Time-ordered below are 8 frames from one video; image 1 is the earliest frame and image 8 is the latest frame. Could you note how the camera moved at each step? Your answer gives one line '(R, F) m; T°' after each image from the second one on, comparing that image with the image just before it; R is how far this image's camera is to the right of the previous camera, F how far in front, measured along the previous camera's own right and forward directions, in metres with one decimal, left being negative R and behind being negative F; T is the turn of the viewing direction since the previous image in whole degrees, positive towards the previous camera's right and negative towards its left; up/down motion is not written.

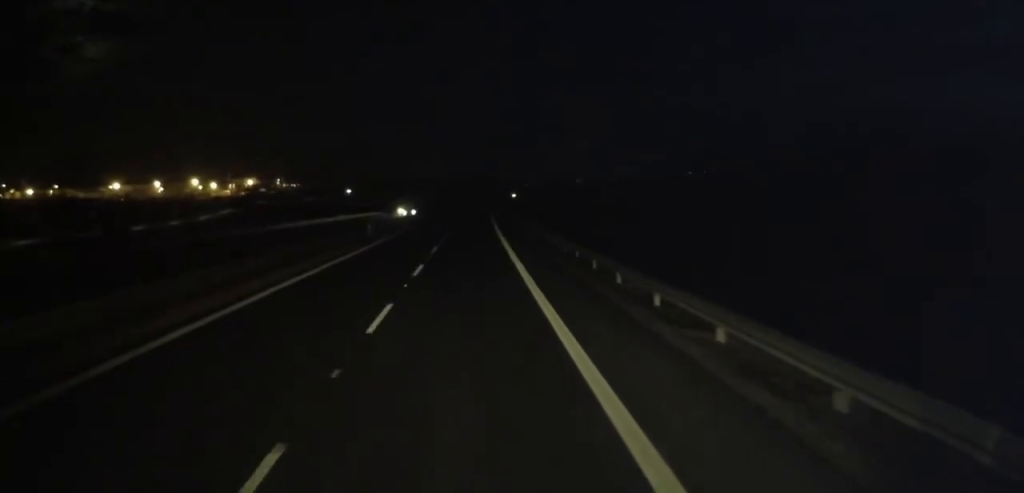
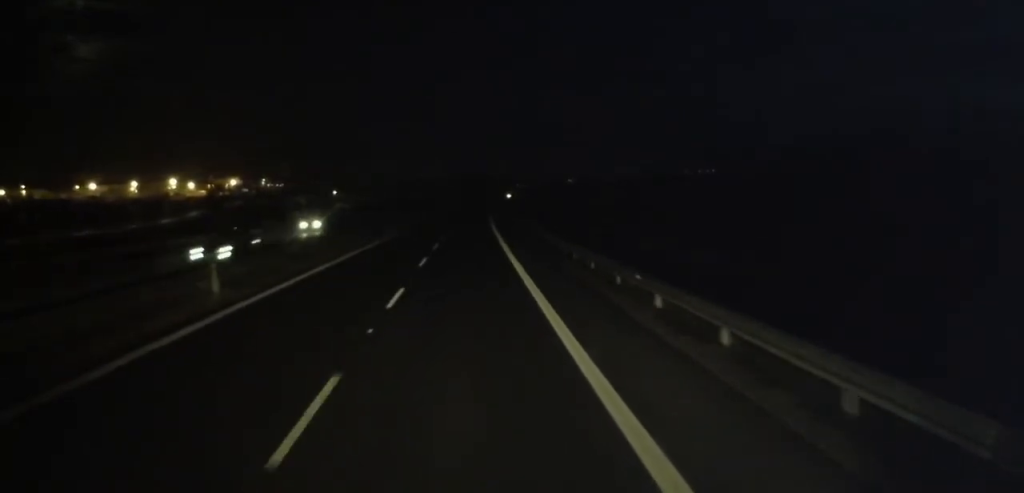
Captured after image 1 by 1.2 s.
(-0.1, +23.9) m; 0°
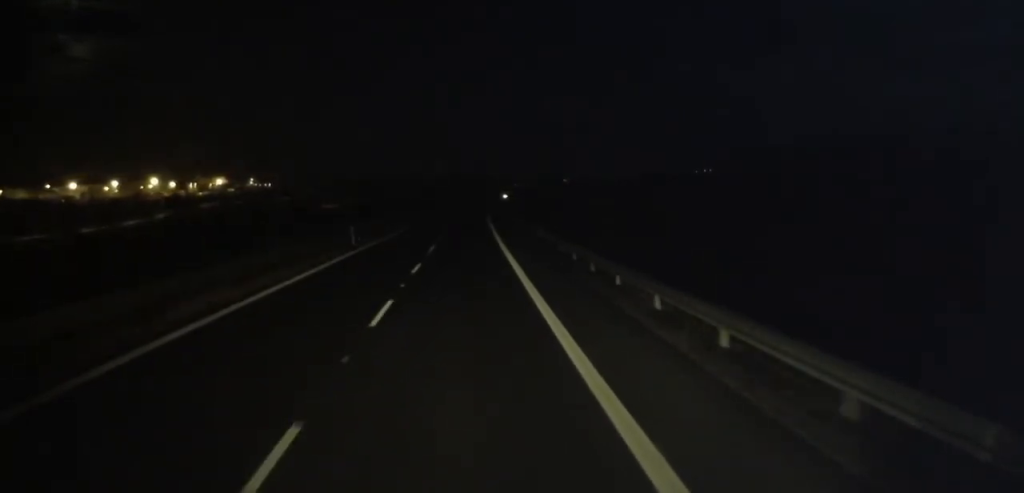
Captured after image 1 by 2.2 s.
(0.0, +20.1) m; +1°
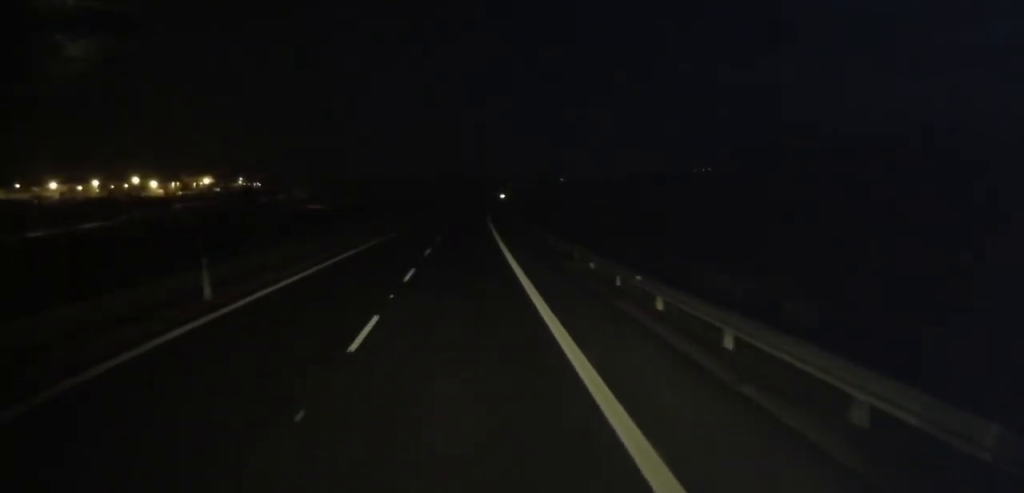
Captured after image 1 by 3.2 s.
(+0.4, +20.2) m; +1°
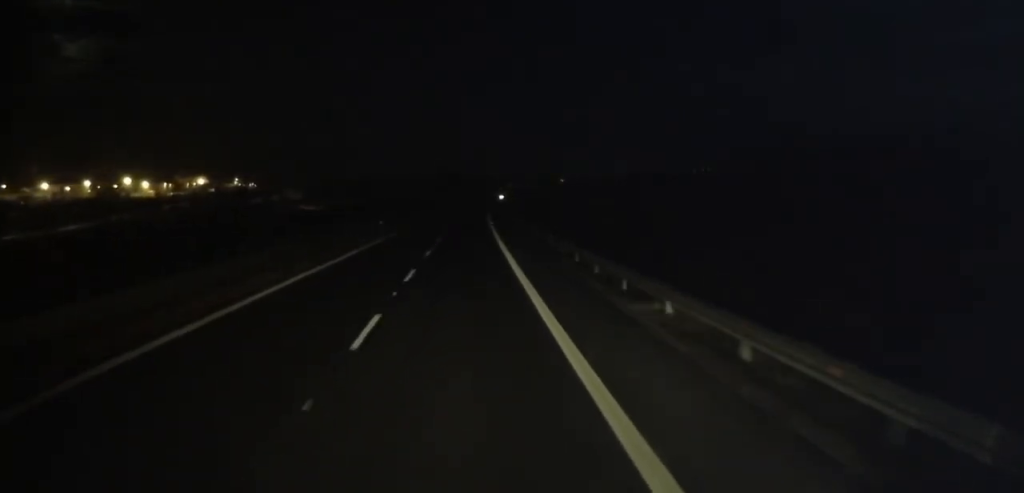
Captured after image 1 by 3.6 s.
(+0.1, +8.8) m; 0°
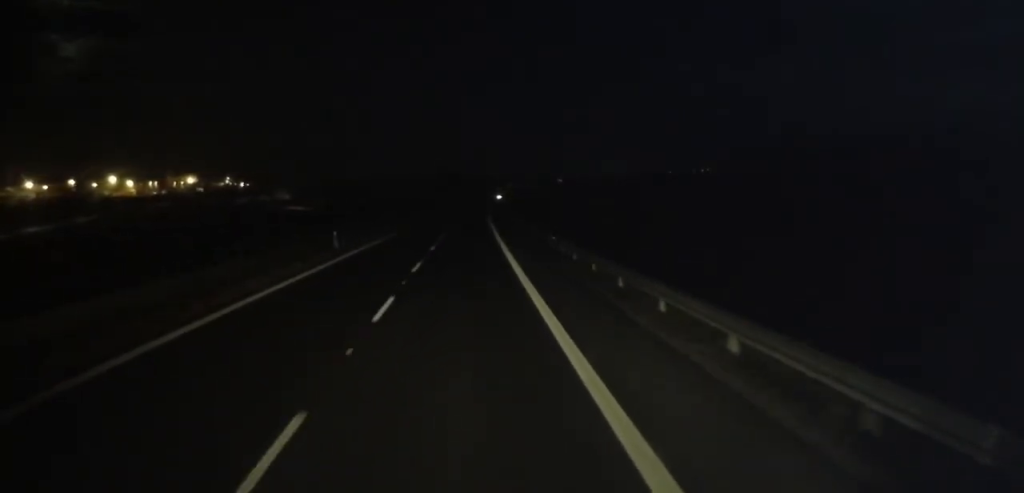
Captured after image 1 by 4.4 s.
(-0.1, +15.5) m; -1°
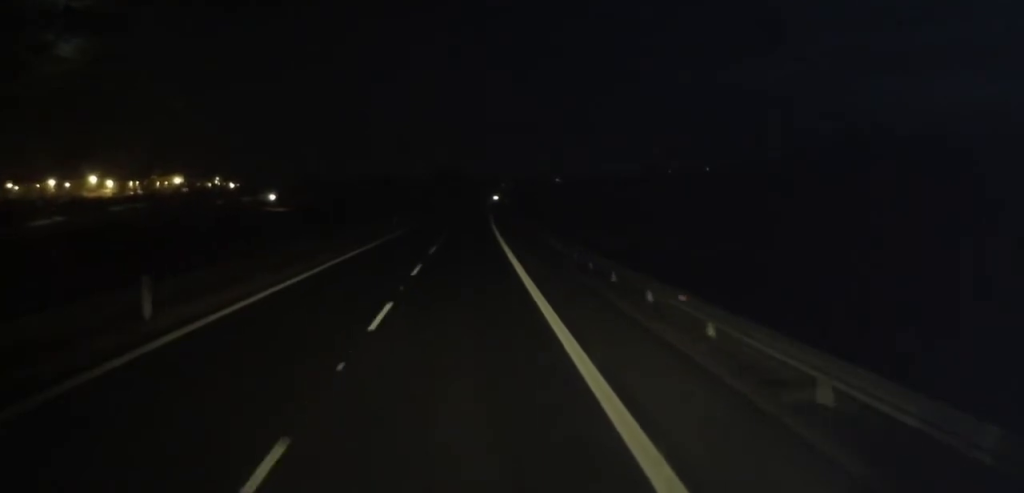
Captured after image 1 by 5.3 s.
(0.0, +19.0) m; -1°
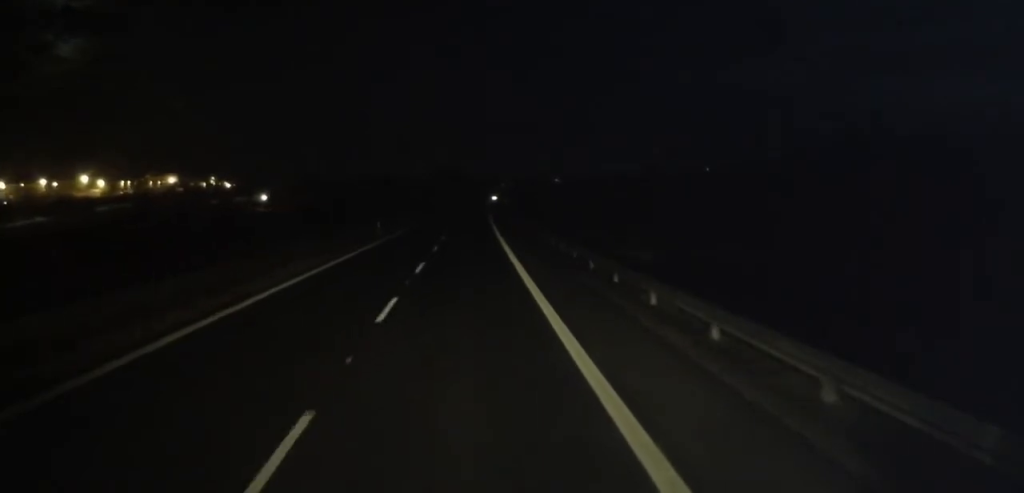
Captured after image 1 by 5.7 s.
(0.0, +8.1) m; 0°
